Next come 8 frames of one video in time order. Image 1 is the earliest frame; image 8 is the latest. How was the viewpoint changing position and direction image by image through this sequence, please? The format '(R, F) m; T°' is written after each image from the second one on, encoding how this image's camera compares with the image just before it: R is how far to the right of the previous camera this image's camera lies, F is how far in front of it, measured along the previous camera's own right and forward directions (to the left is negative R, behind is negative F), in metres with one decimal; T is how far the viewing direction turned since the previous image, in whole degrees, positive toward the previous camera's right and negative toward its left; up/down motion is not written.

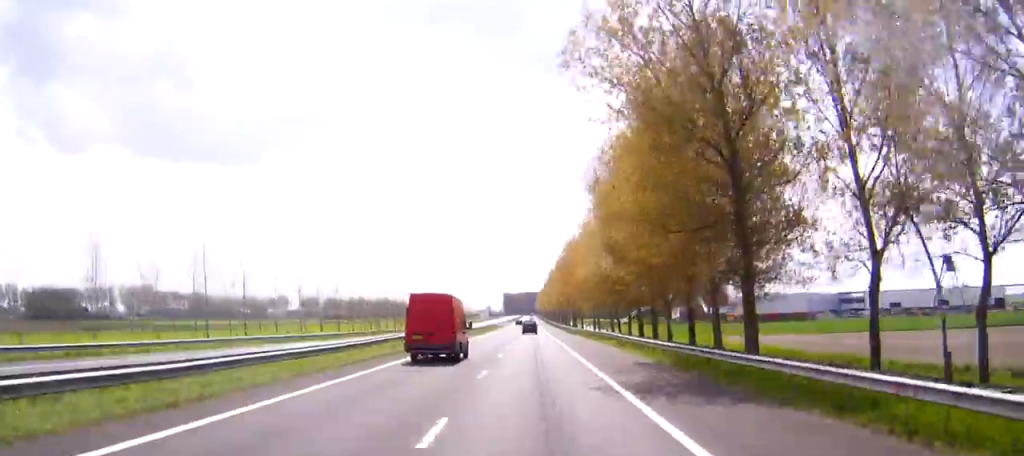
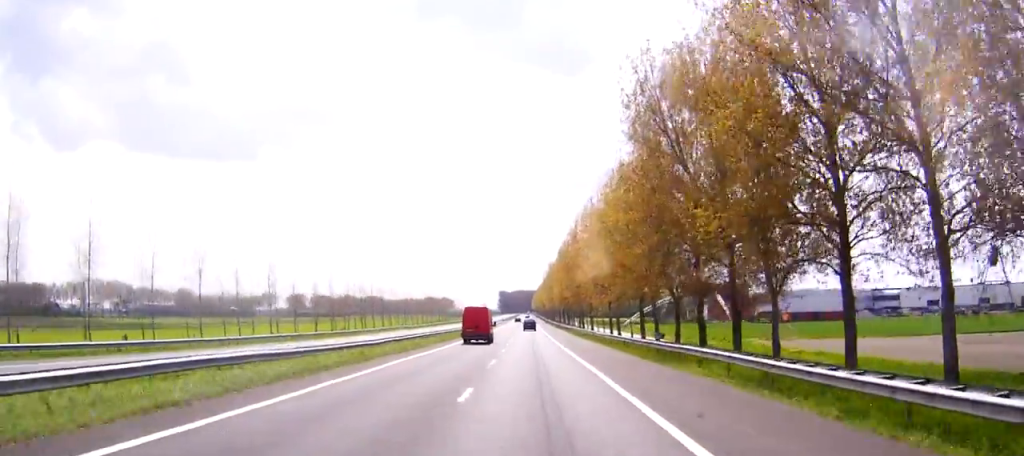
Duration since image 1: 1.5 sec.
(0.0, +30.7) m; 0°
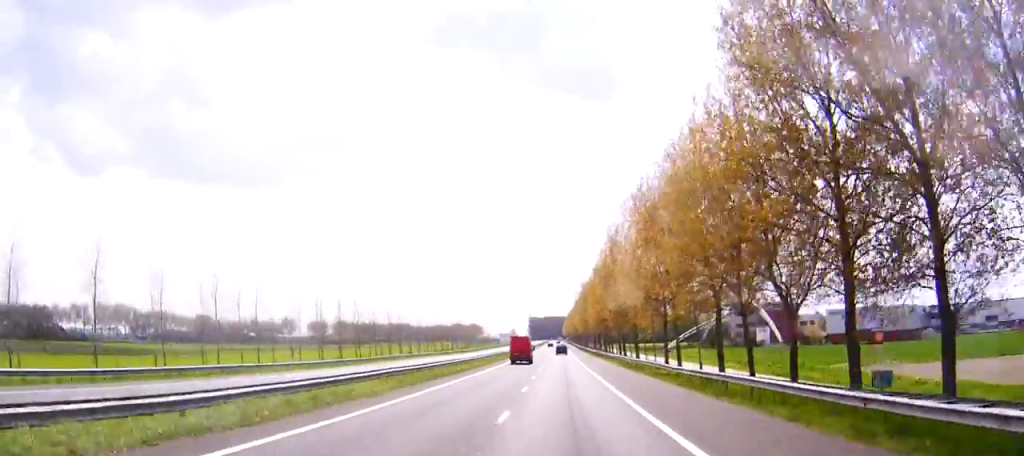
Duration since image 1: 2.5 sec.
(0.0, +22.6) m; 0°
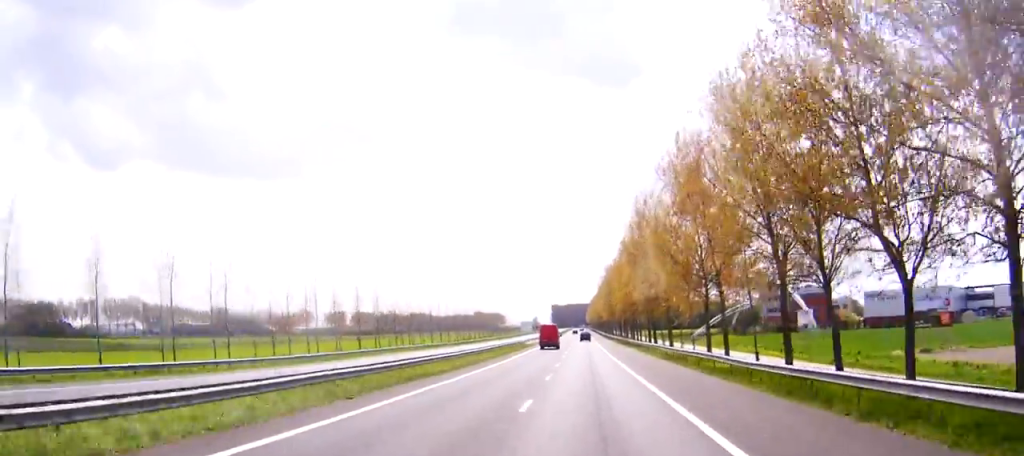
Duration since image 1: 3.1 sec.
(-0.1, +12.0) m; 0°
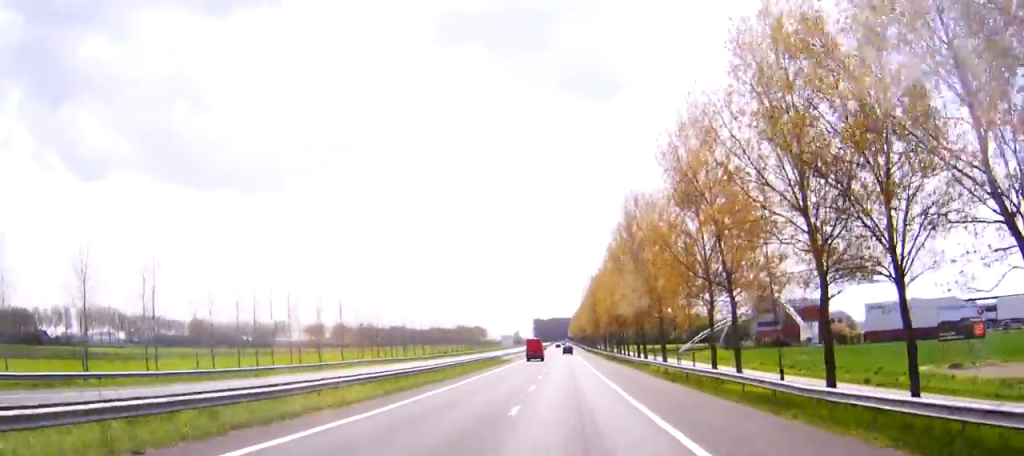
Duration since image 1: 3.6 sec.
(-0.1, +9.8) m; 0°
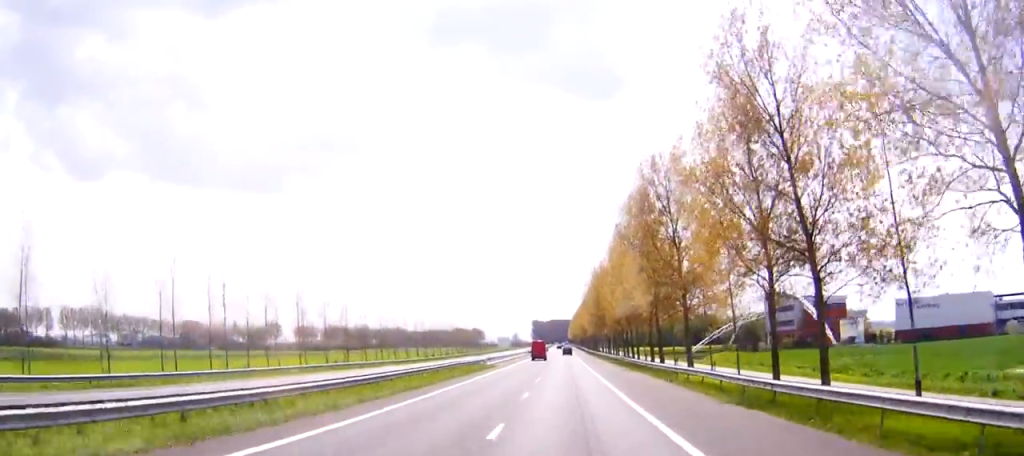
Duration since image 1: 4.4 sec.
(+0.1, +16.7) m; 0°
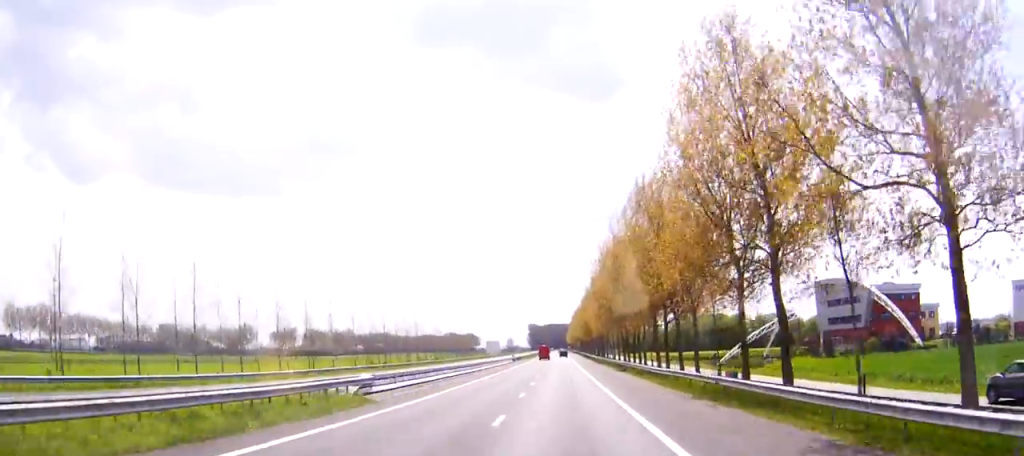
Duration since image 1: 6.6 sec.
(-0.1, +45.4) m; 0°
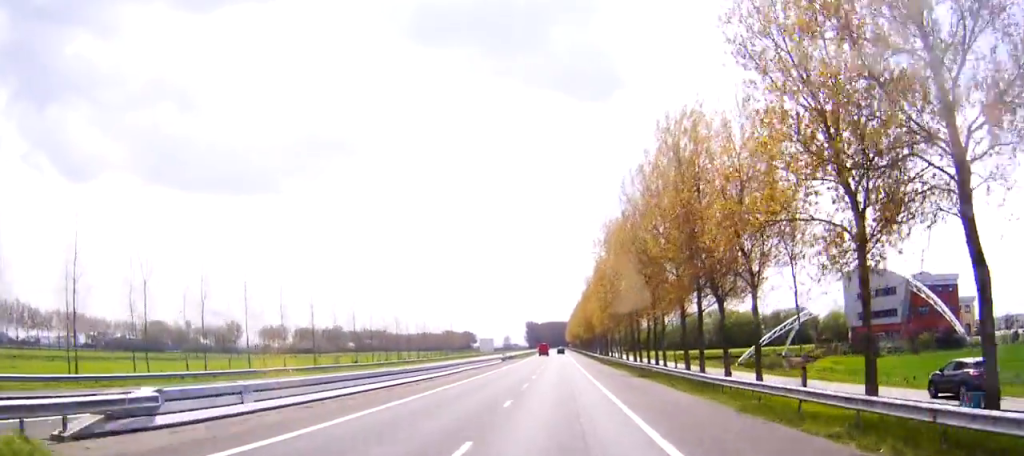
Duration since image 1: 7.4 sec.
(+0.2, +17.8) m; 0°
